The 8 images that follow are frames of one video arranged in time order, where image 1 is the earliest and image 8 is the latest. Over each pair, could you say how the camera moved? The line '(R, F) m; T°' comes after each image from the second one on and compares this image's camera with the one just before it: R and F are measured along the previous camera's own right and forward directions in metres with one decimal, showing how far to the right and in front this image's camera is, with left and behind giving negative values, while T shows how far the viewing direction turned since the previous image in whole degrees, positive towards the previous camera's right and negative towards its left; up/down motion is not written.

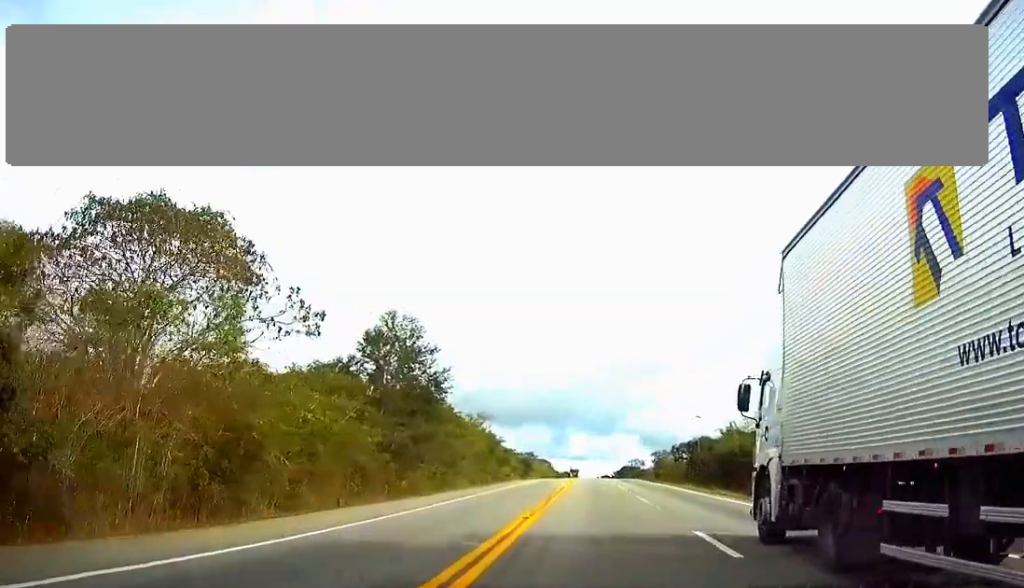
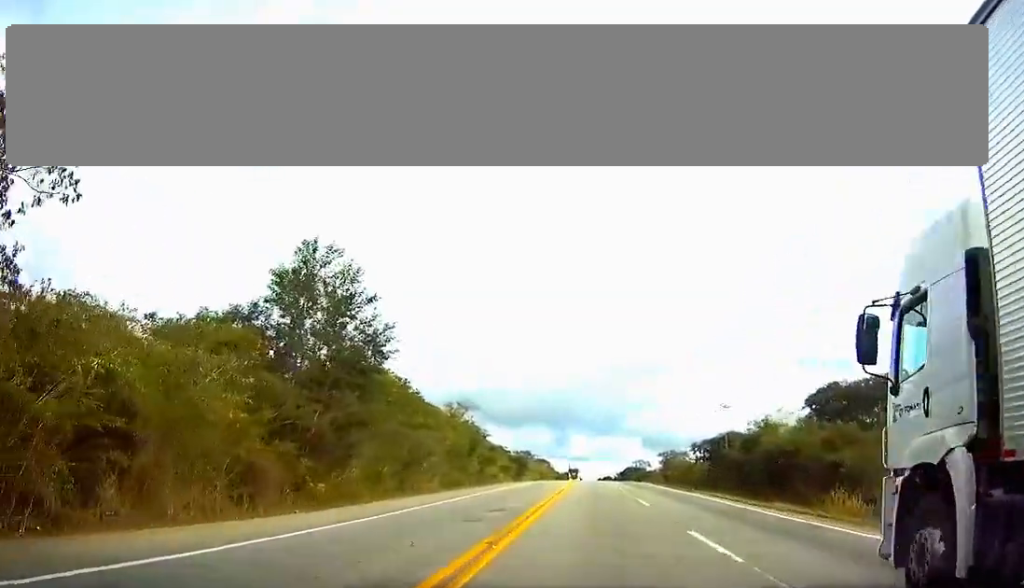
(0.0, +17.1) m; 0°
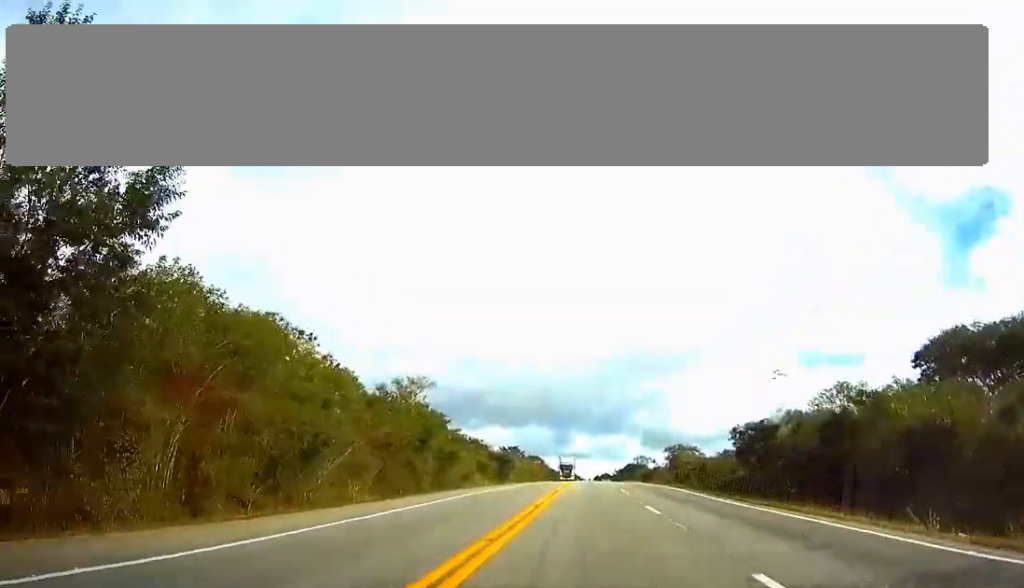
(0.0, +22.8) m; 0°
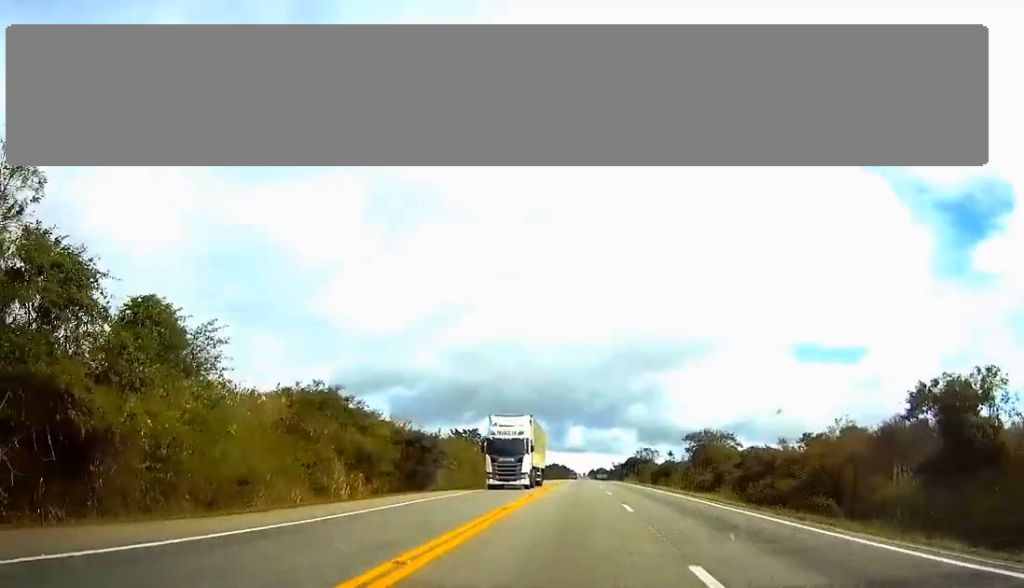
(+0.3, +50.7) m; 0°
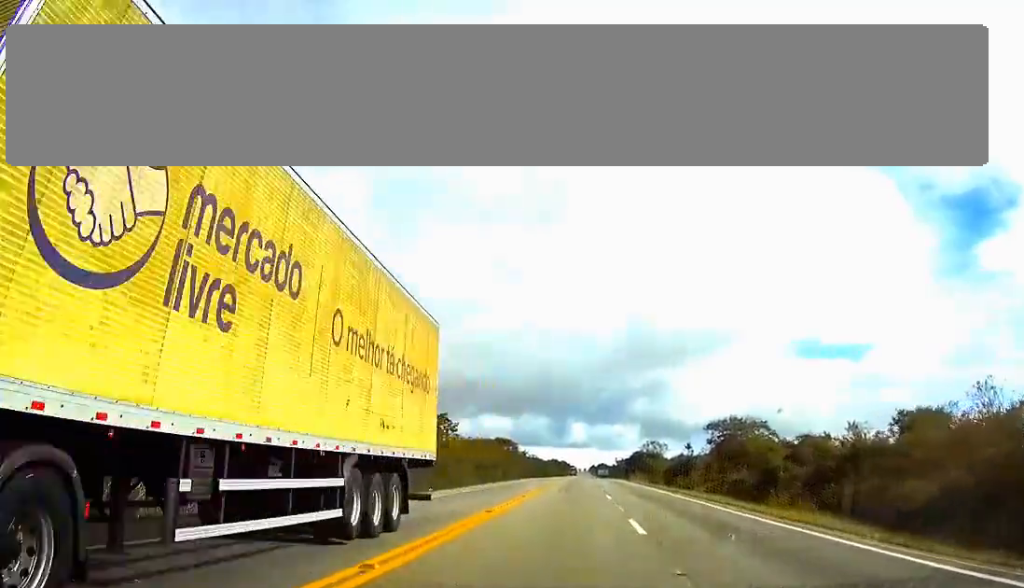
(0.0, +24.5) m; 0°
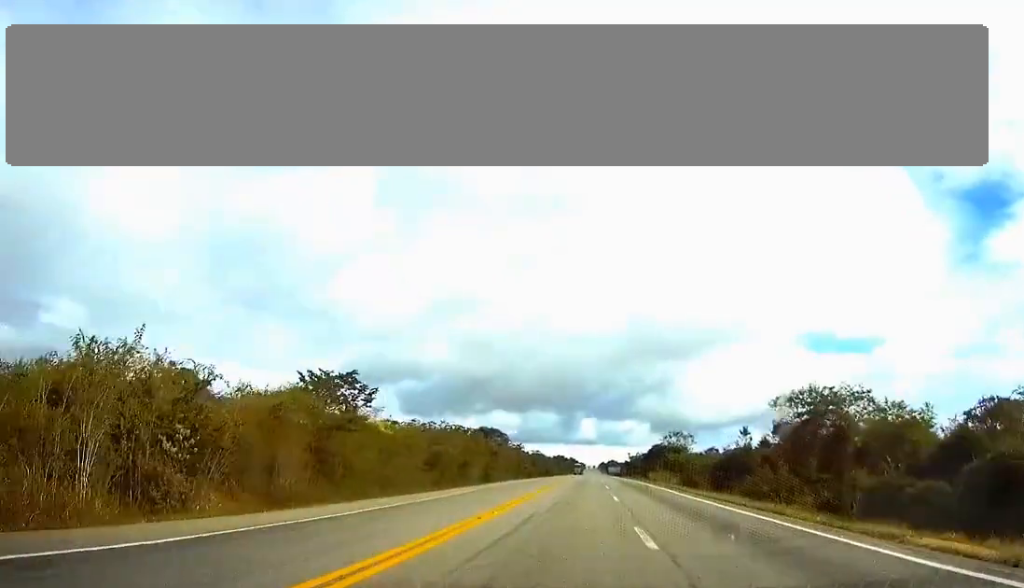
(-0.1, +36.7) m; 0°
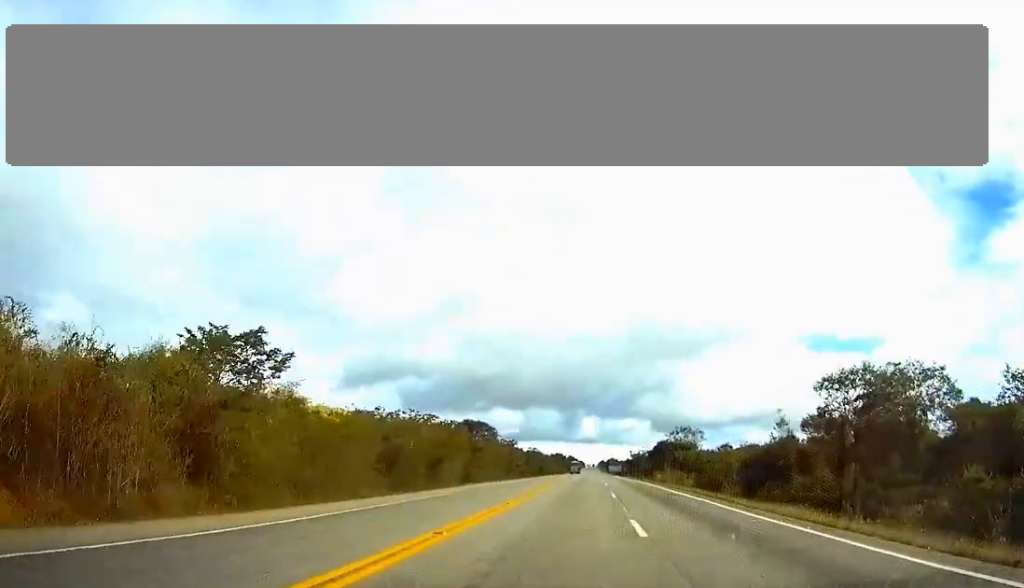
(-0.1, +15.4) m; 0°
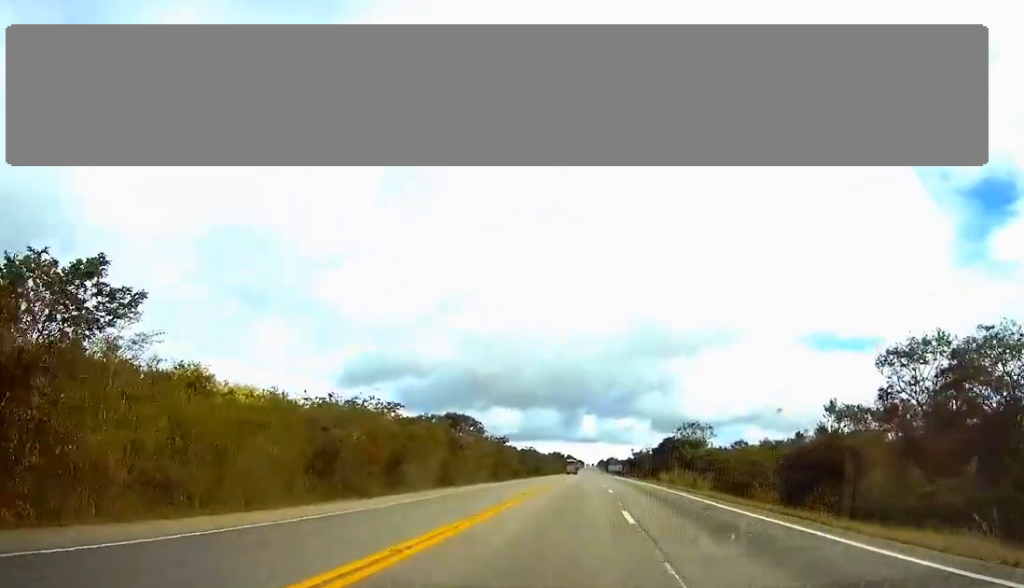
(0.0, +13.8) m; 0°
